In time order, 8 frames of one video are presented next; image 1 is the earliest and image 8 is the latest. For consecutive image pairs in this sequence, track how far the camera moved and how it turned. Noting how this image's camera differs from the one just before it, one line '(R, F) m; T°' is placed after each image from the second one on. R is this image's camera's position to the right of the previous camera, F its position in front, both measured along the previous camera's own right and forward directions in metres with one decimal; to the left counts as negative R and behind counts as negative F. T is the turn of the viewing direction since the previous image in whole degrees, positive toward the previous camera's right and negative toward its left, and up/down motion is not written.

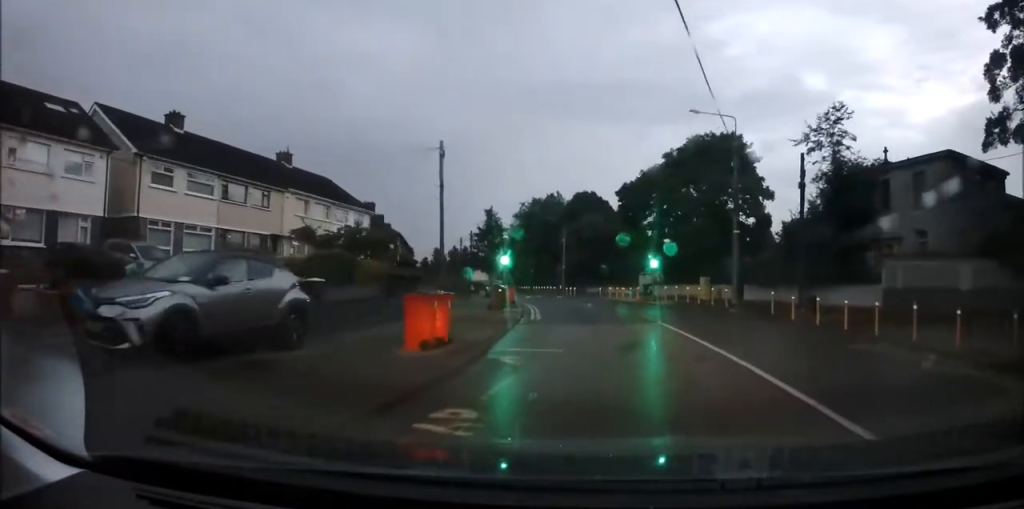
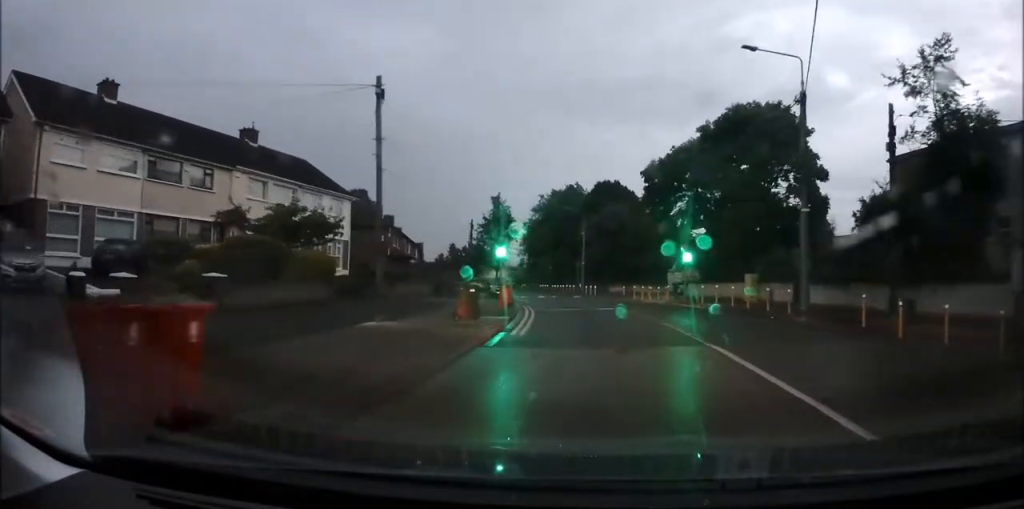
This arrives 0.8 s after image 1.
(-0.2, +7.5) m; -3°
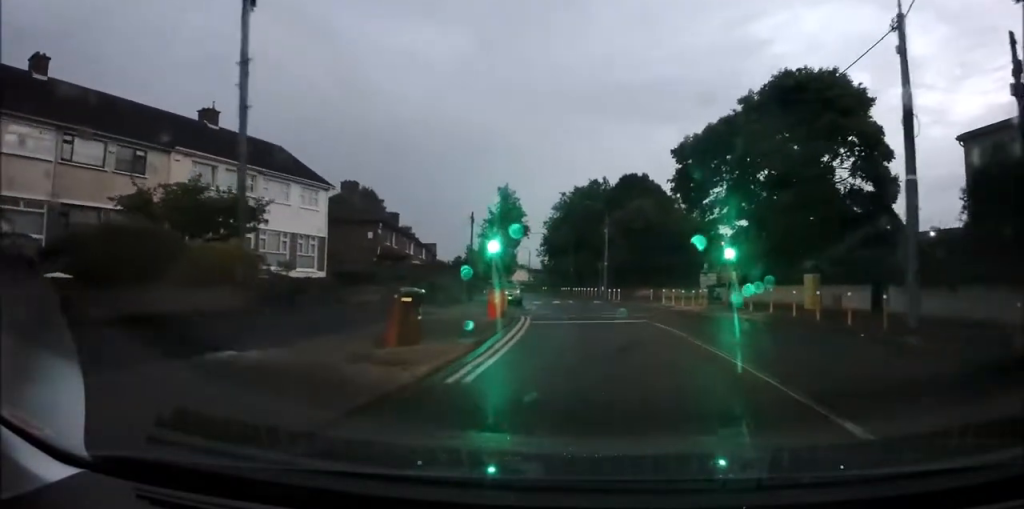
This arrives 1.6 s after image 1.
(-0.2, +6.4) m; -3°
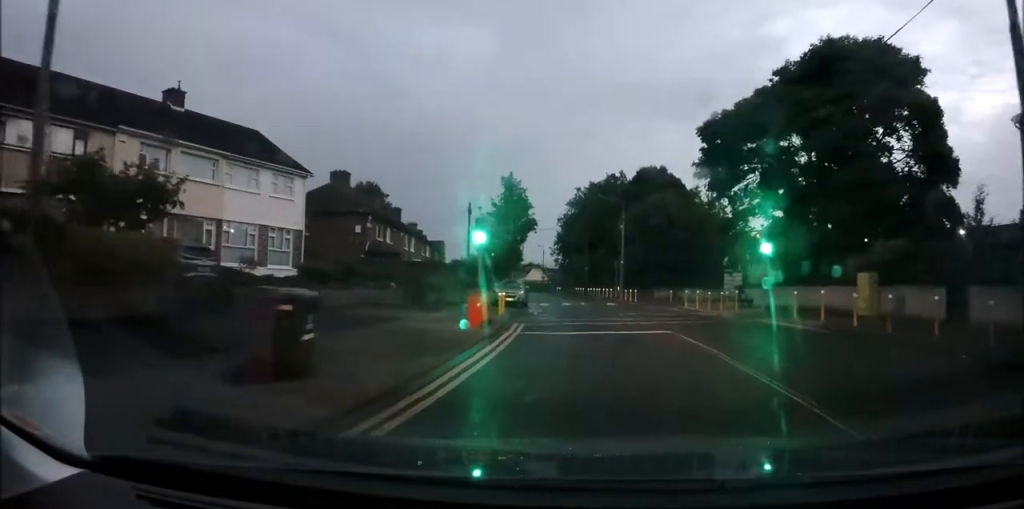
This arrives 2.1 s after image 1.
(0.0, +4.3) m; -2°
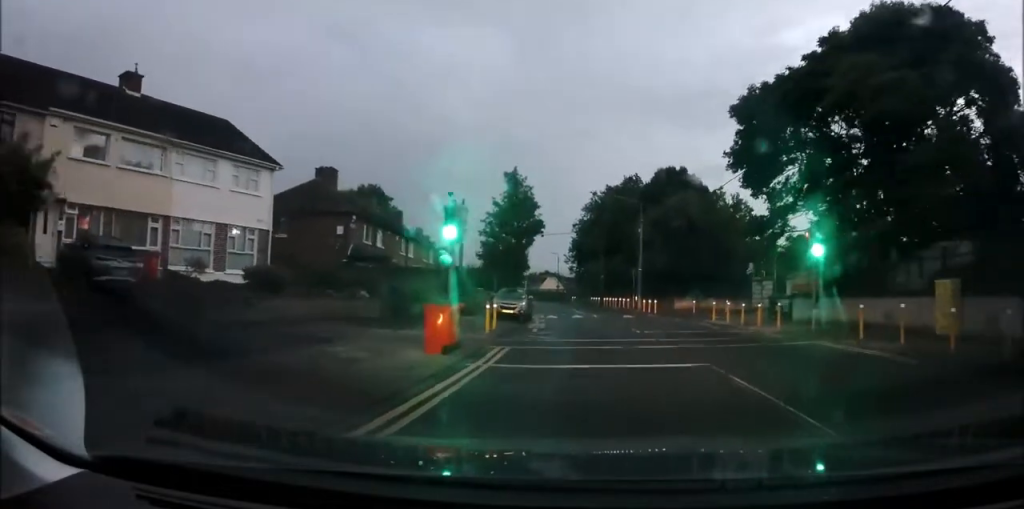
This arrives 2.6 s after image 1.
(-0.1, +4.4) m; -2°
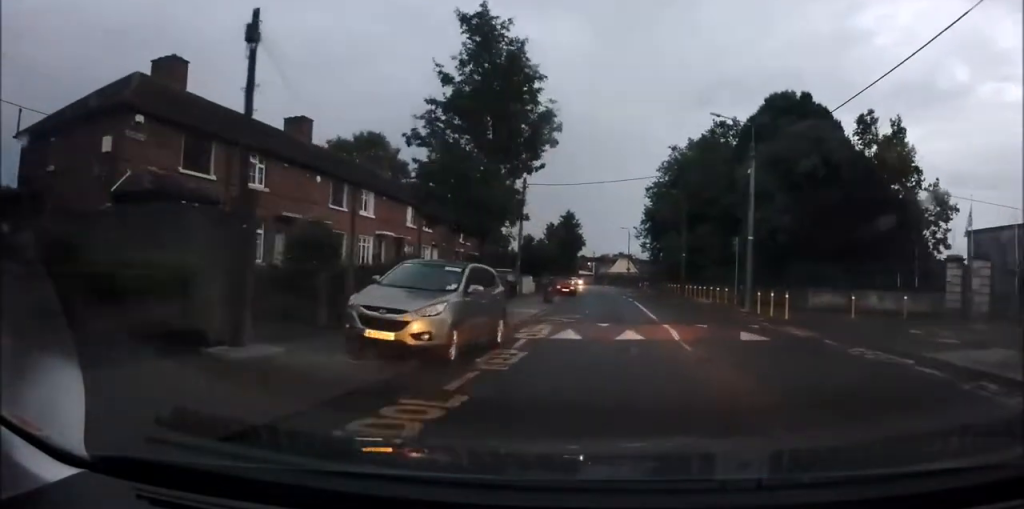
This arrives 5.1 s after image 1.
(-1.3, +19.4) m; -6°
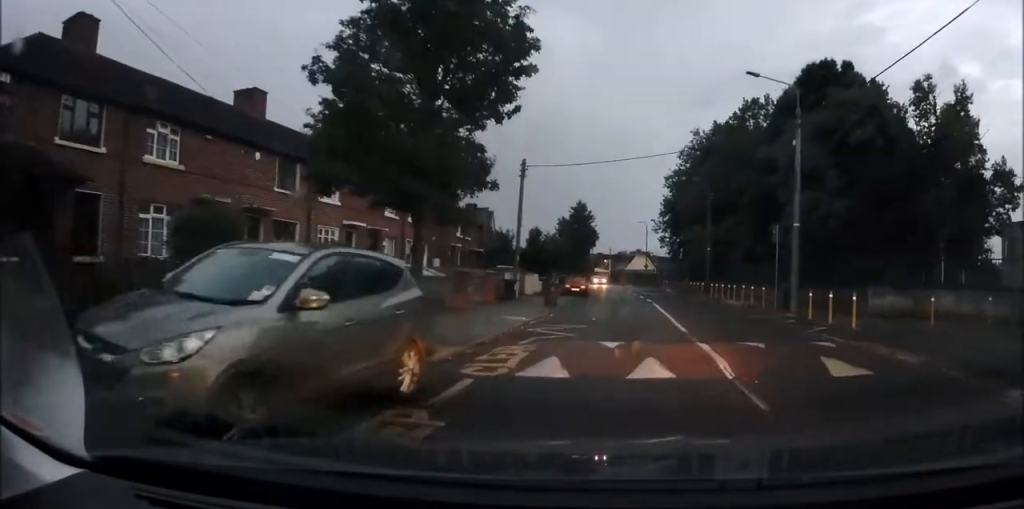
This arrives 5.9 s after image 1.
(-0.1, +4.9) m; -1°
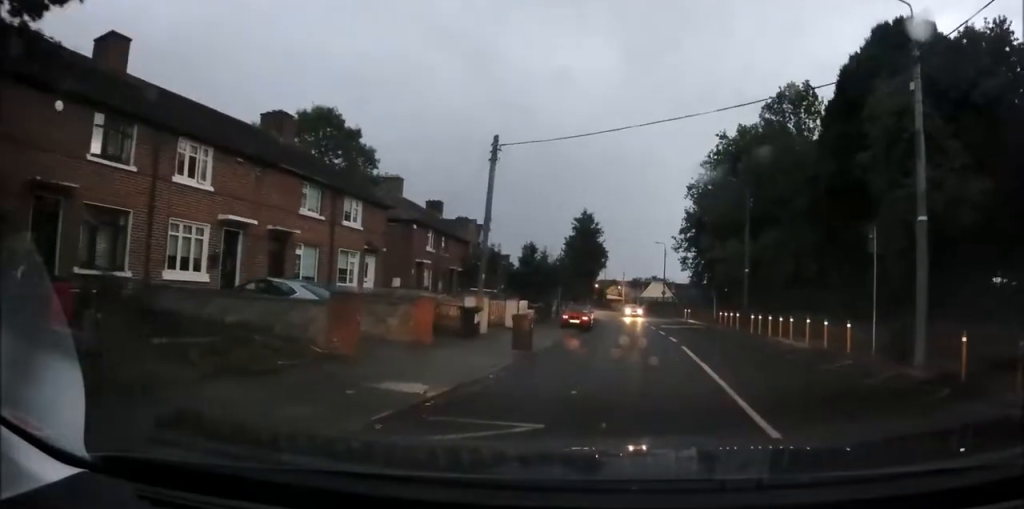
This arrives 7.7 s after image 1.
(-0.1, +9.7) m; -2°
